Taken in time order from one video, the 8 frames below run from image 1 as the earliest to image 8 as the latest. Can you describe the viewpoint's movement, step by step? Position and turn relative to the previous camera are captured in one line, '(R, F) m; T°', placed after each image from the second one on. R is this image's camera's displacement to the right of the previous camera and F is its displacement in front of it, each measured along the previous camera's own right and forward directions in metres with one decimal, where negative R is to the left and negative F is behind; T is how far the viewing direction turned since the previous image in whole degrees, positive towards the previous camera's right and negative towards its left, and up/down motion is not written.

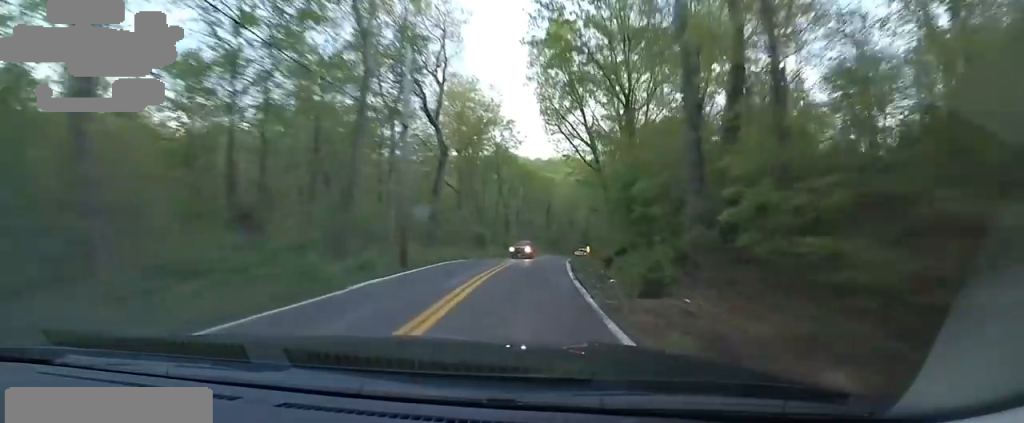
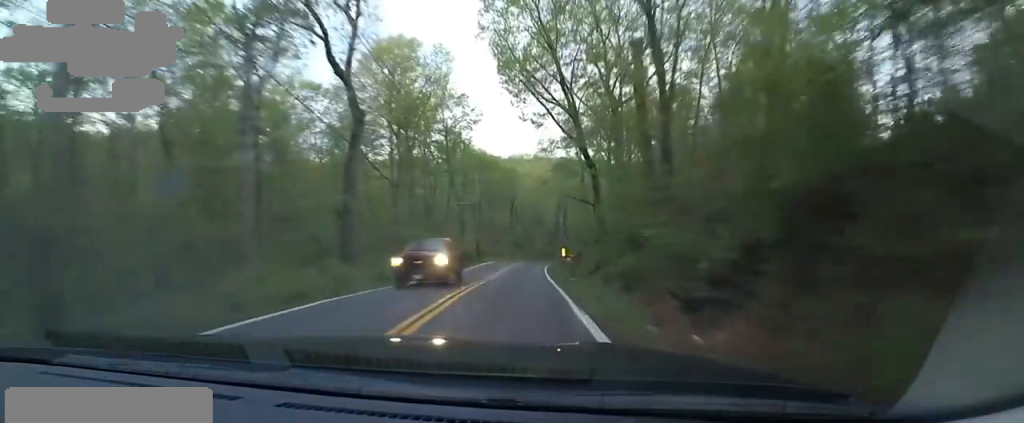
(+2.6, +15.7) m; +8°
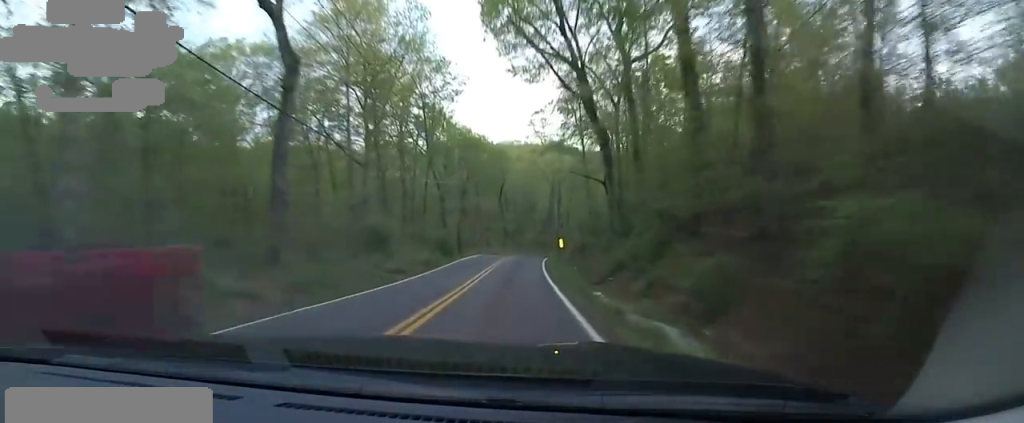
(-0.4, +9.4) m; +2°
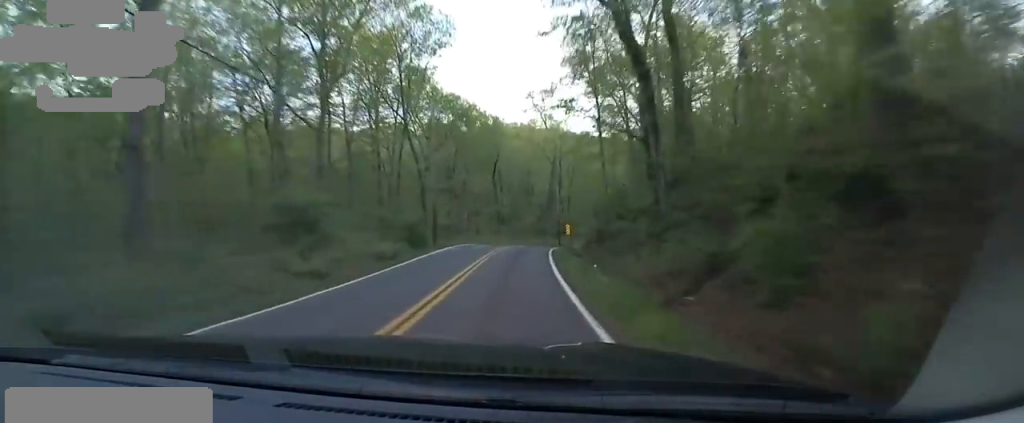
(+0.1, +10.2) m; +2°
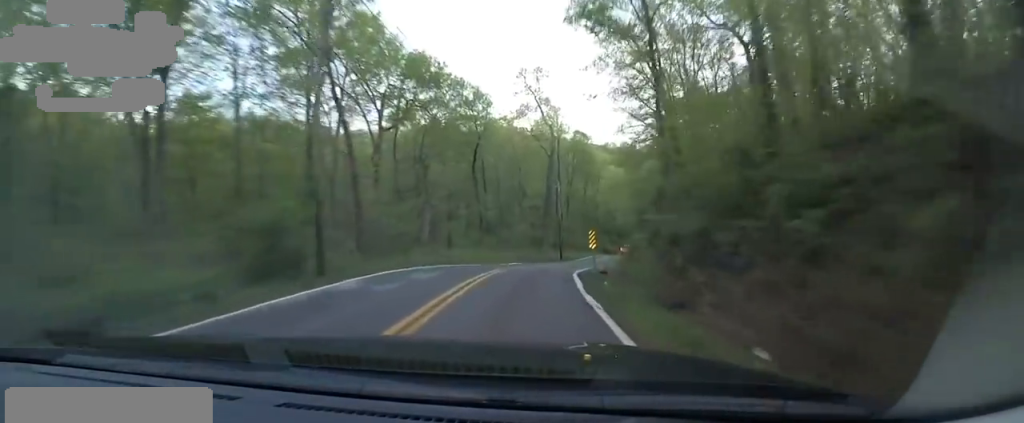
(+0.6, +16.6) m; +1°
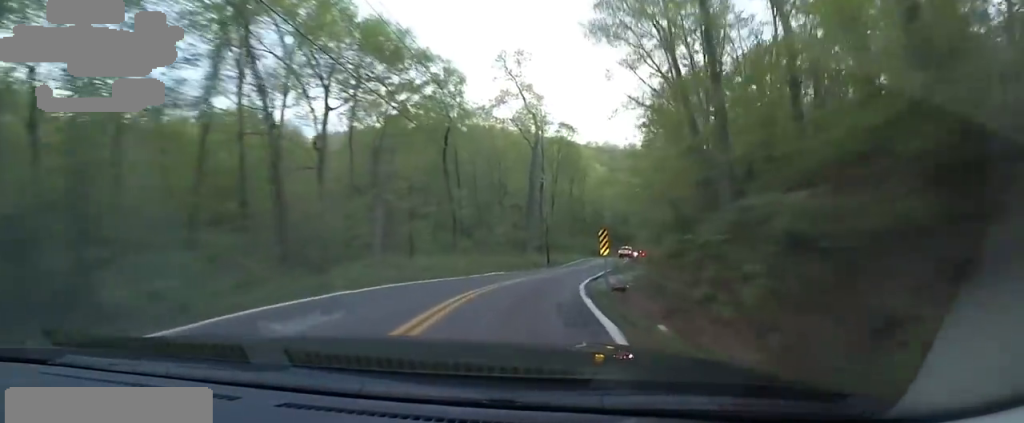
(-0.1, +7.6) m; -1°
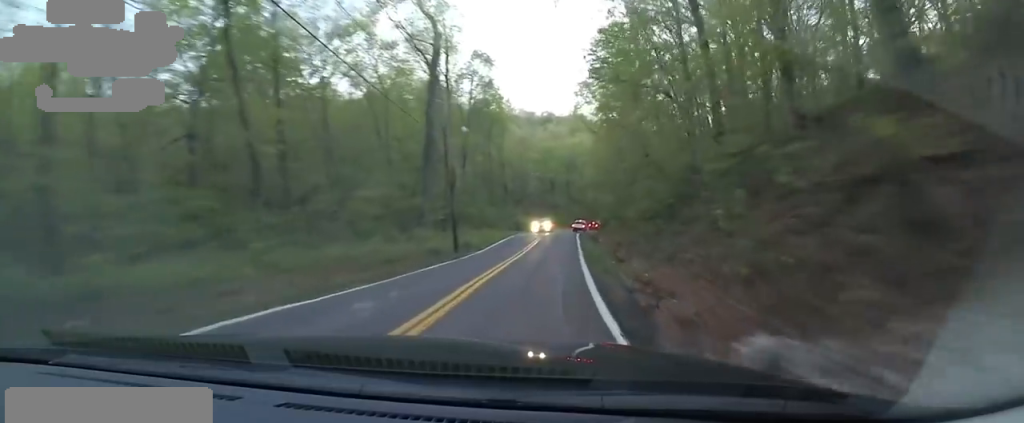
(+1.4, +22.1) m; +11°
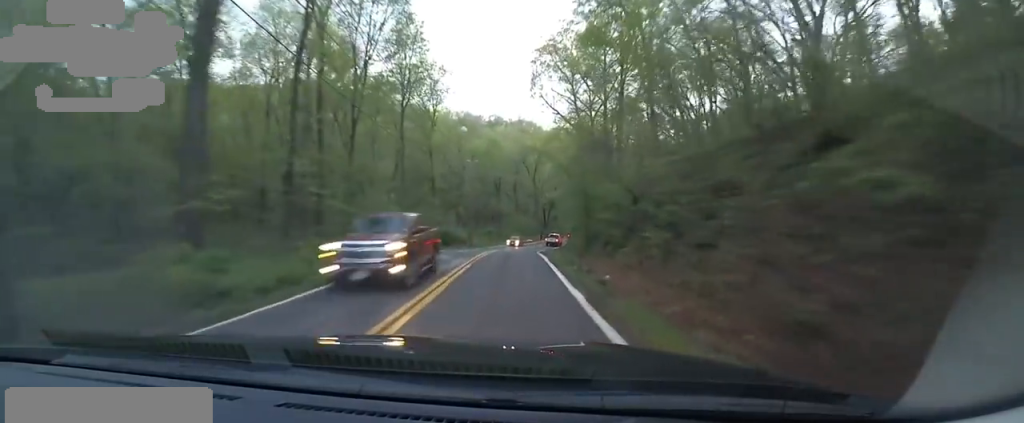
(+2.2, +24.2) m; +6°
